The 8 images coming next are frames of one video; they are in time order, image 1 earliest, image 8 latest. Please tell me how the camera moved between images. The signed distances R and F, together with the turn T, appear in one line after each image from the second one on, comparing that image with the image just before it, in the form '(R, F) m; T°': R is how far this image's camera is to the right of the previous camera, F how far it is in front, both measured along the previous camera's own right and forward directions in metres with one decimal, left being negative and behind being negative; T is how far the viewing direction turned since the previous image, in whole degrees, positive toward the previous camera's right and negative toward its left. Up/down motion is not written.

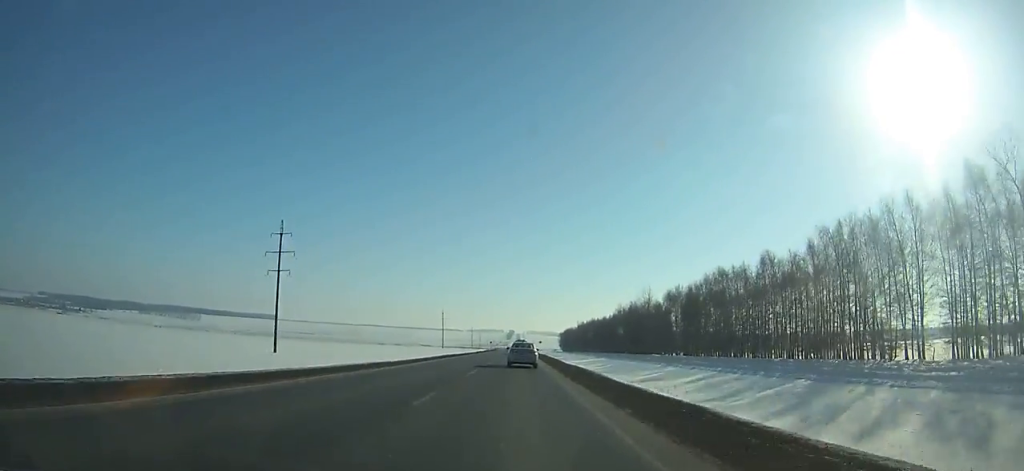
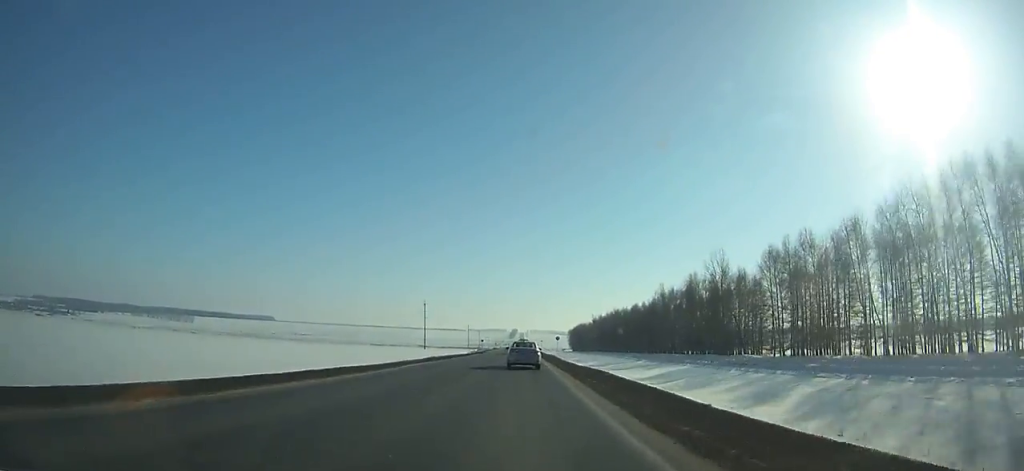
(+0.1, +69.2) m; 0°
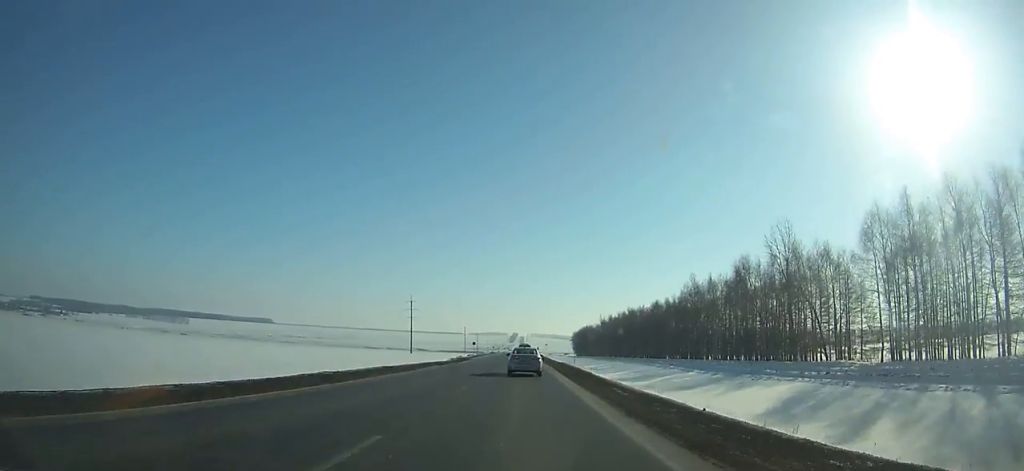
(+0.1, +32.2) m; 0°
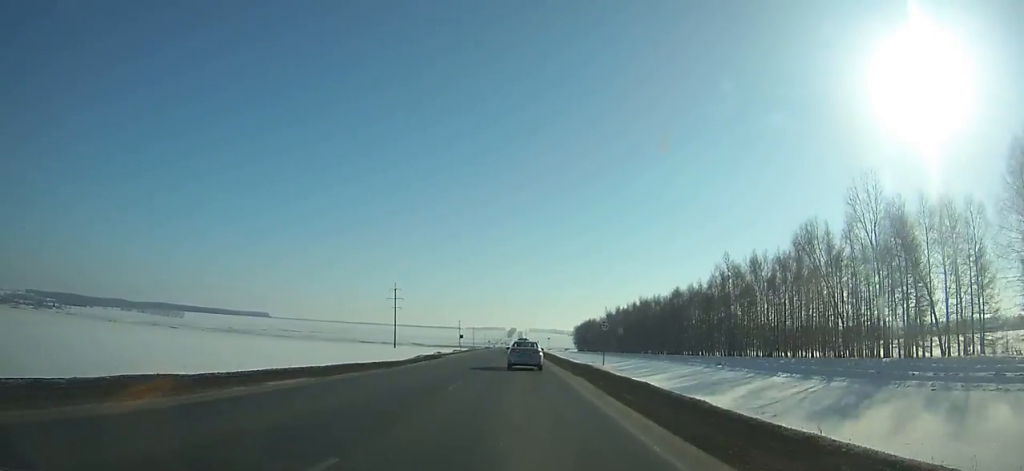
(0.0, +26.2) m; 0°
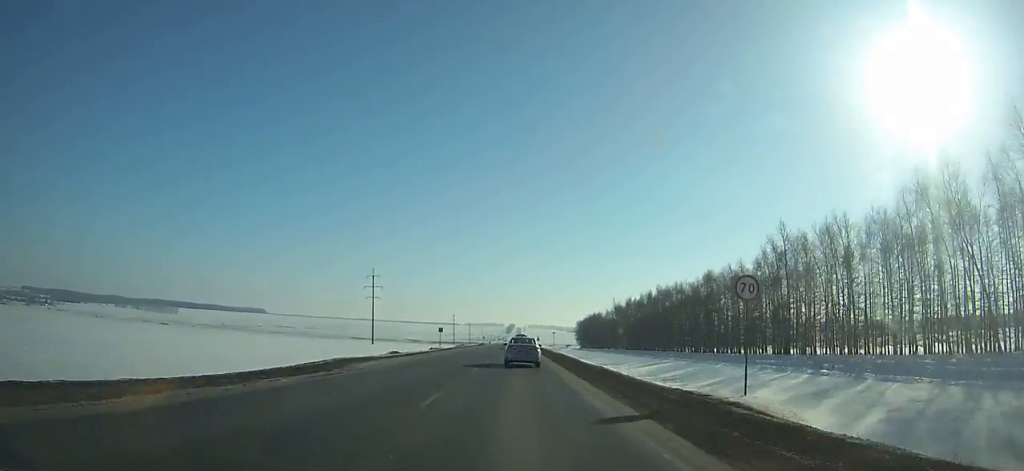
(0.0, +27.9) m; 0°
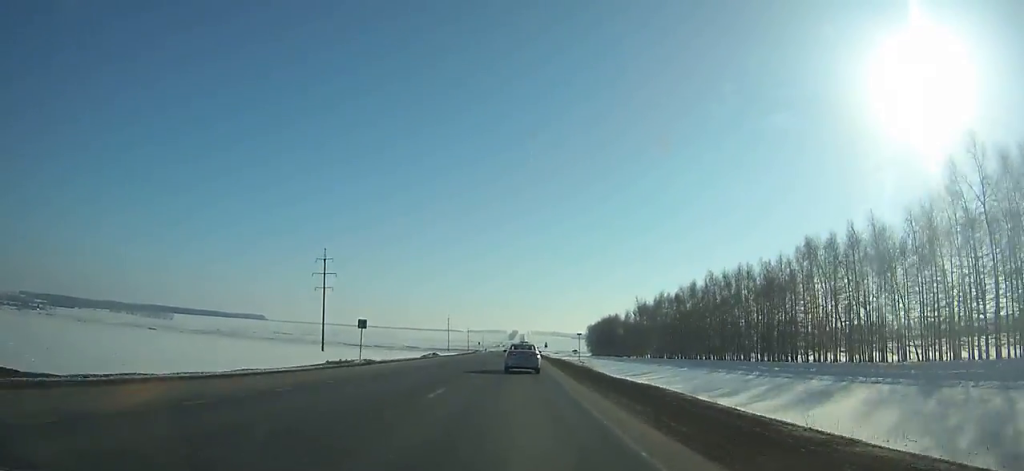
(-0.1, +45.8) m; 0°
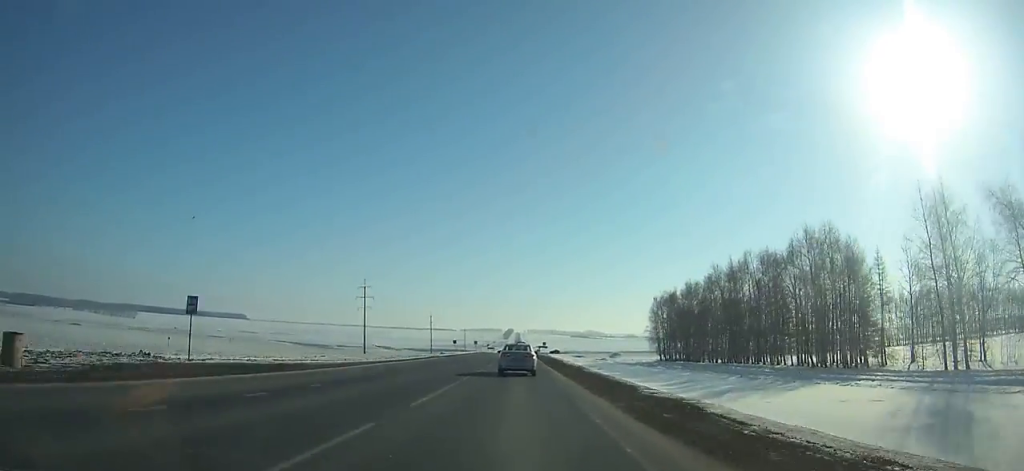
(+0.7, +181.1) m; +1°
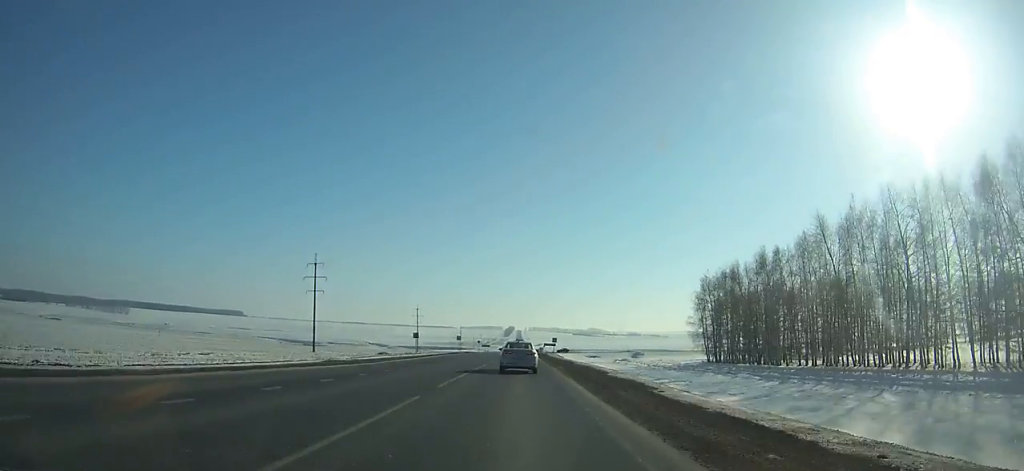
(0.0, +42.6) m; 0°
